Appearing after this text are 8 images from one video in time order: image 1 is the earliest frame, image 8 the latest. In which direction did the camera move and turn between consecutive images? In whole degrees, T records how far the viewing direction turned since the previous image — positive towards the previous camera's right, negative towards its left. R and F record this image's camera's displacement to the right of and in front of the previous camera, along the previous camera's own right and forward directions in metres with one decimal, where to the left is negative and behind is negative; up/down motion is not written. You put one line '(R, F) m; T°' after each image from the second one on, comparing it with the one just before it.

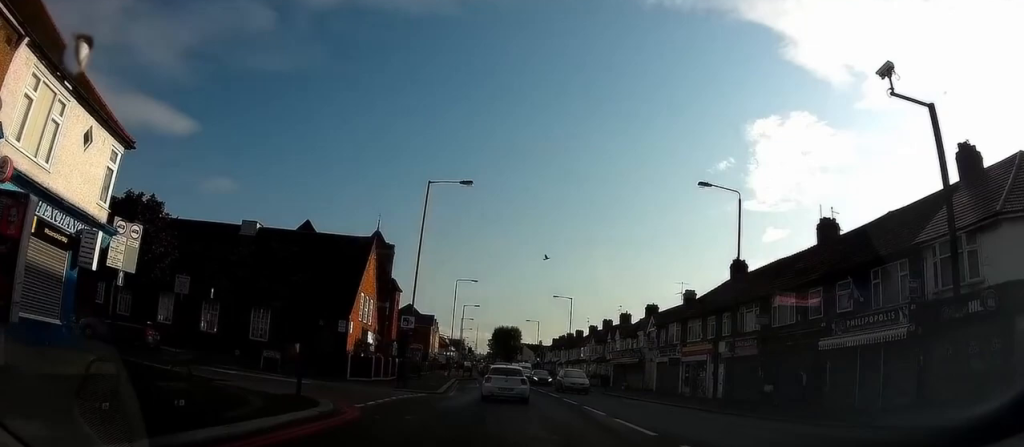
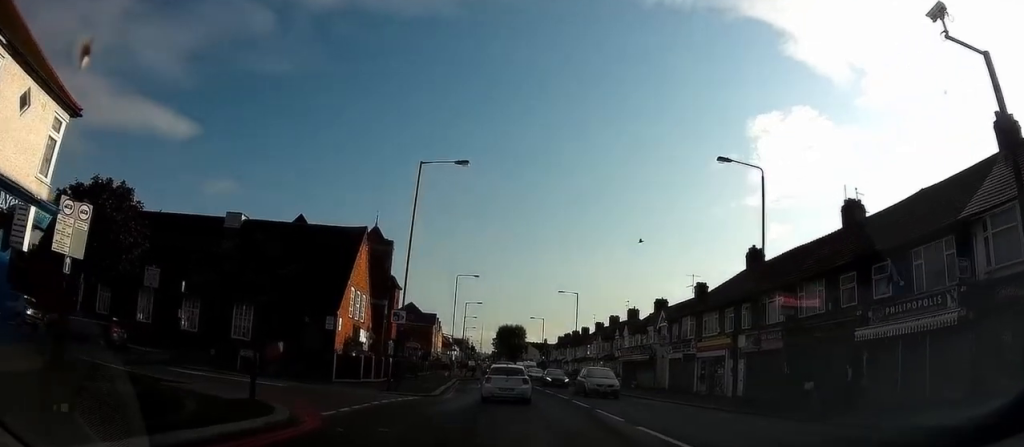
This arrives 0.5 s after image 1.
(-0.1, +2.6) m; -2°
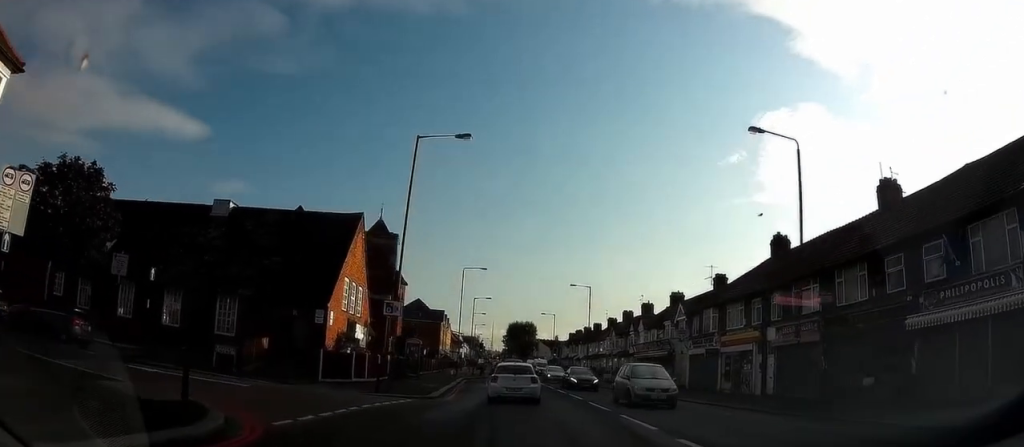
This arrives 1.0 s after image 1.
(-0.1, +2.9) m; -2°
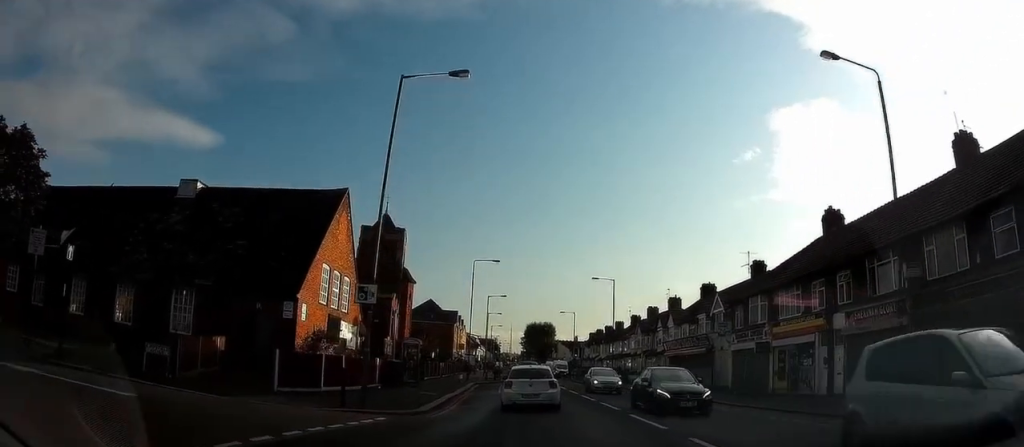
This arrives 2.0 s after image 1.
(-0.2, +5.7) m; -2°
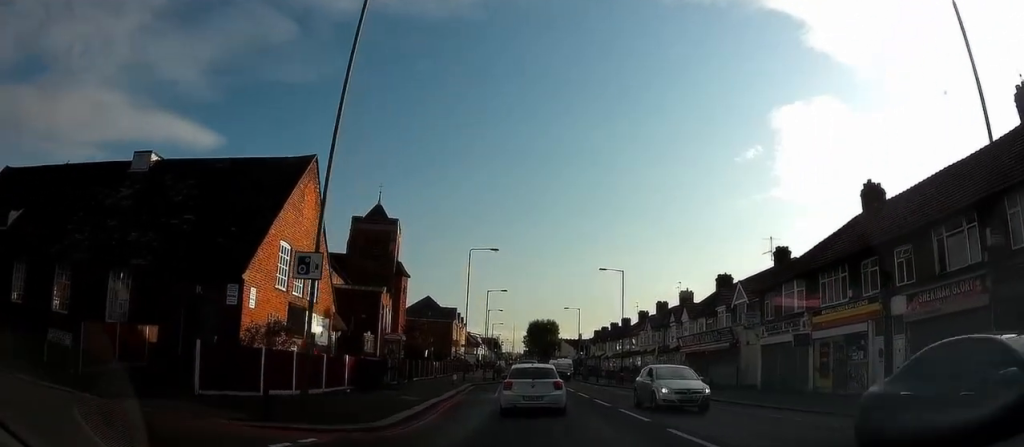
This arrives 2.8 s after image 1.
(0.0, +4.8) m; -1°
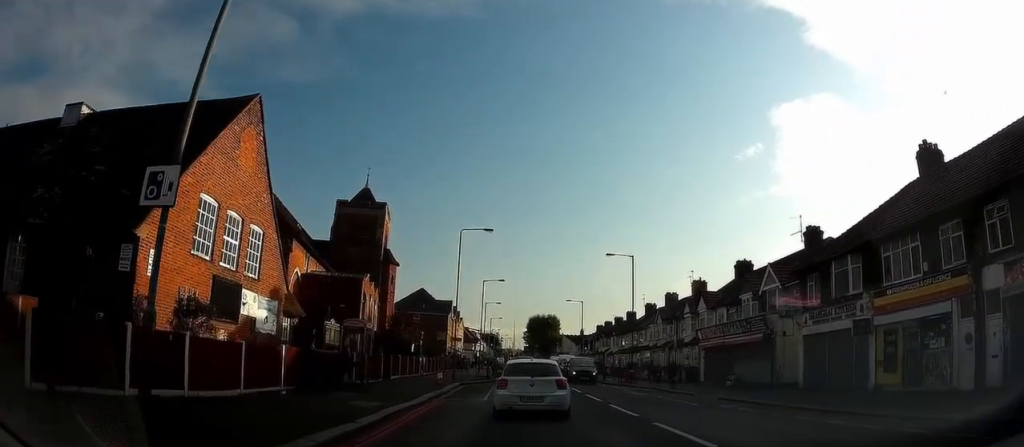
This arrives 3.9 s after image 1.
(-0.1, +5.7) m; 0°
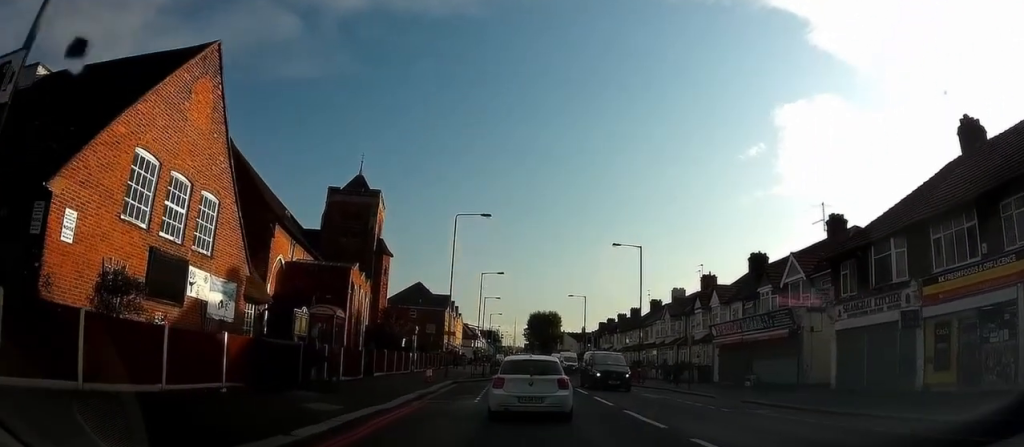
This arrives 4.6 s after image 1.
(+0.1, +3.2) m; 0°
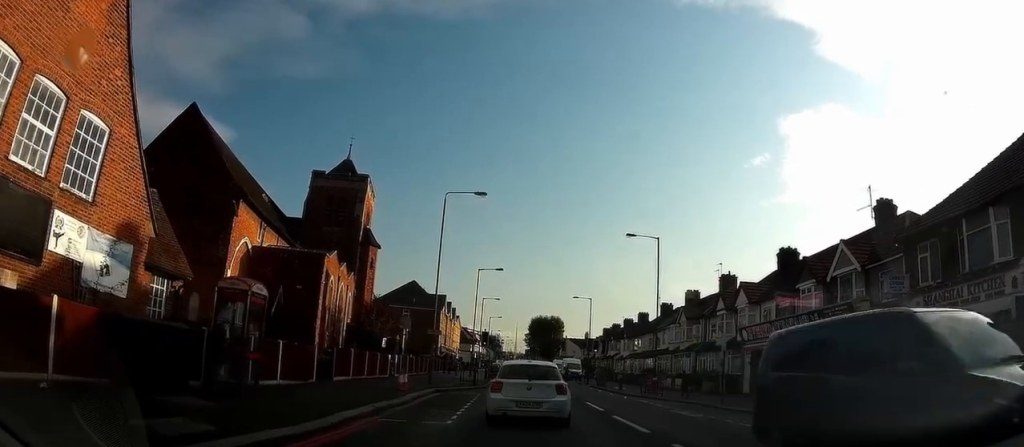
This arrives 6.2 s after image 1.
(-0.1, +6.0) m; +2°
